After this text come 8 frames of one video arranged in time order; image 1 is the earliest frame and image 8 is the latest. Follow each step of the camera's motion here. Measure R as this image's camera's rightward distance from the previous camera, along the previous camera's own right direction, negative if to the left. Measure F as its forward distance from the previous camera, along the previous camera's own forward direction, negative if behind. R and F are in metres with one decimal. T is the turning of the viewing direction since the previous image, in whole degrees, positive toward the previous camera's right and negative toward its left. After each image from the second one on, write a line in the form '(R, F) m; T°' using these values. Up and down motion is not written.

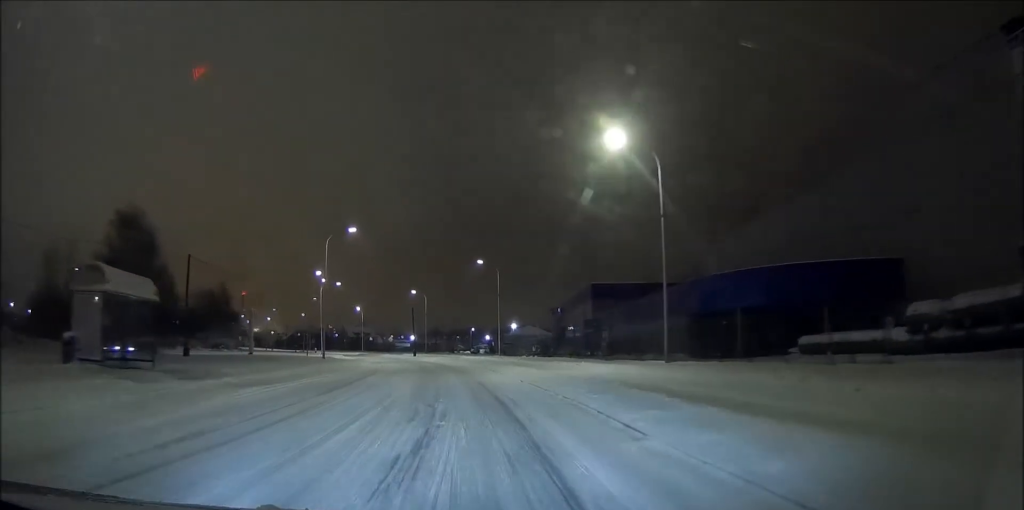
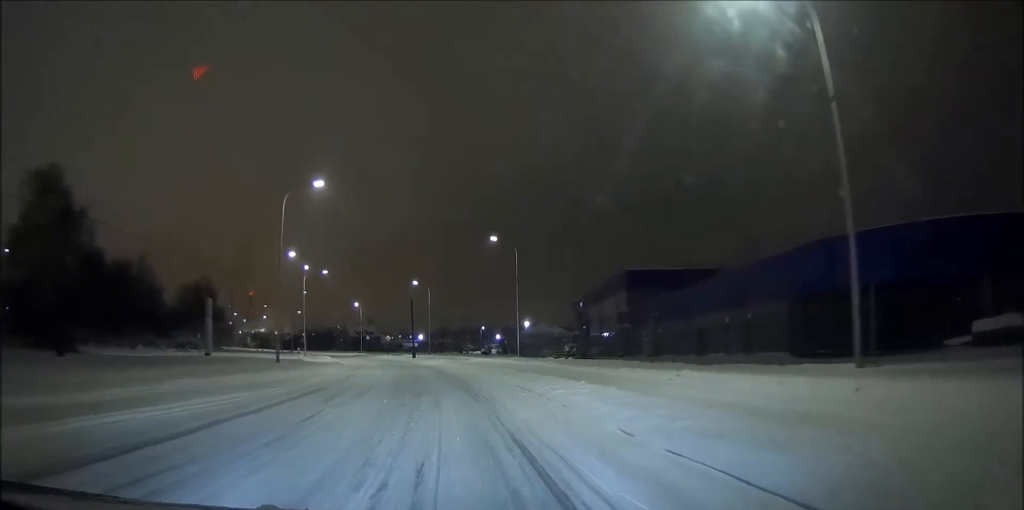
(-0.2, +14.8) m; -2°
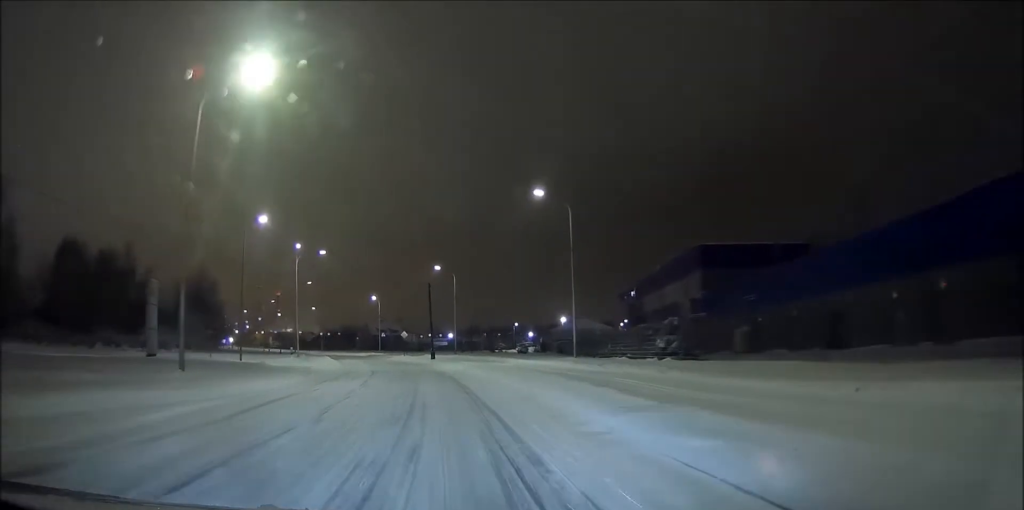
(-0.3, +16.0) m; -2°
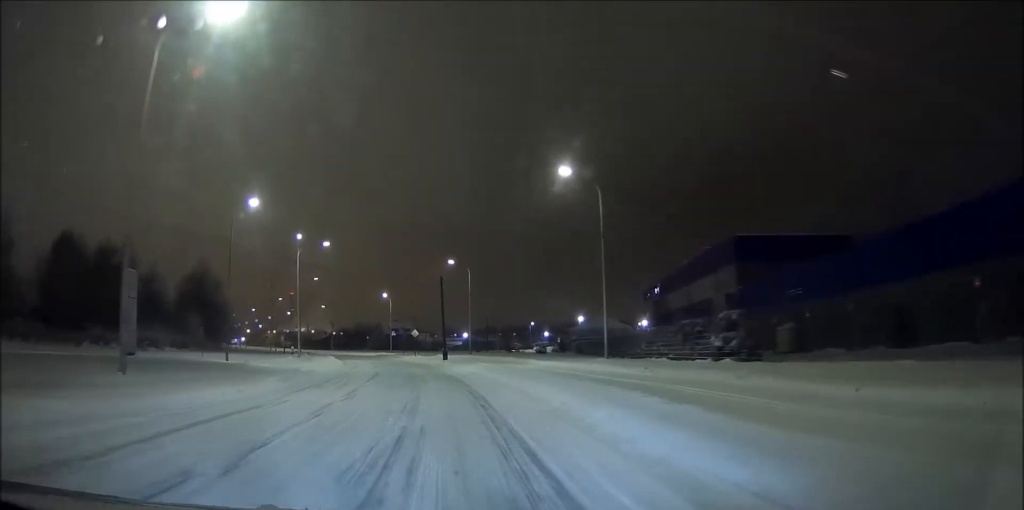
(+0.1, +4.9) m; -1°
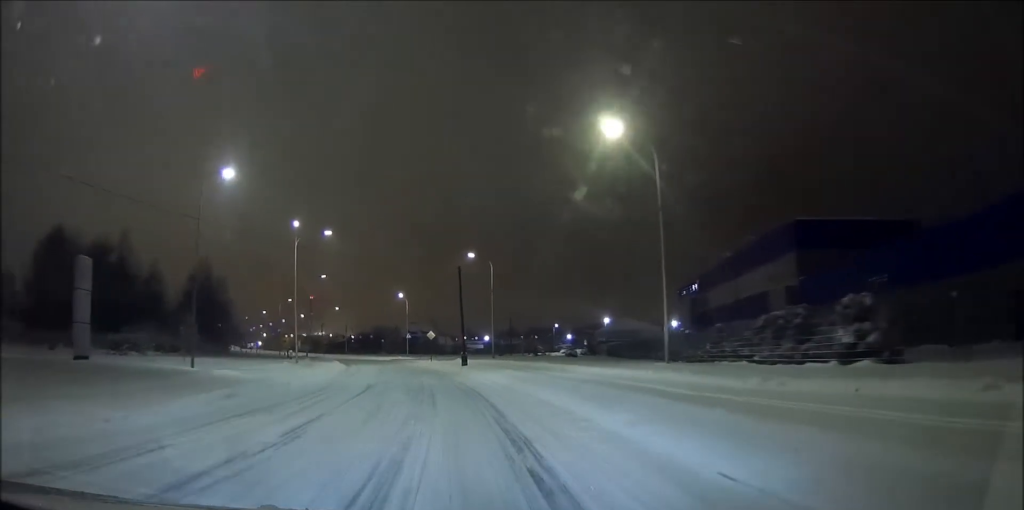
(-0.3, +7.6) m; -2°
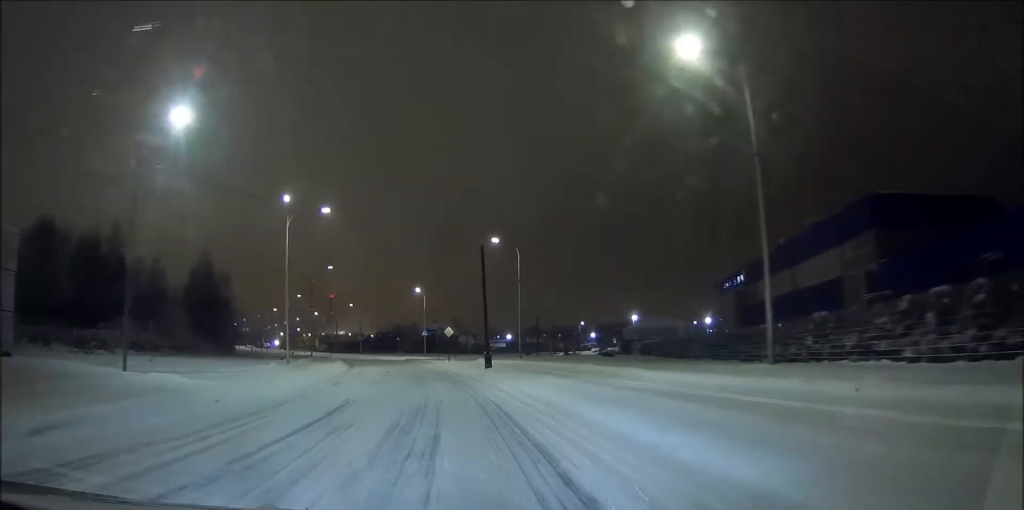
(-0.1, +8.3) m; -1°
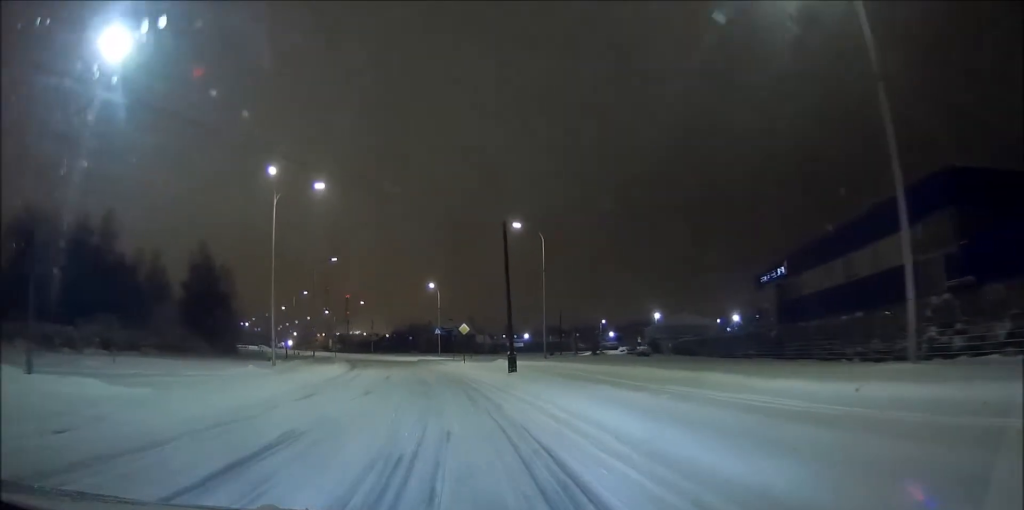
(0.0, +6.7) m; 0°
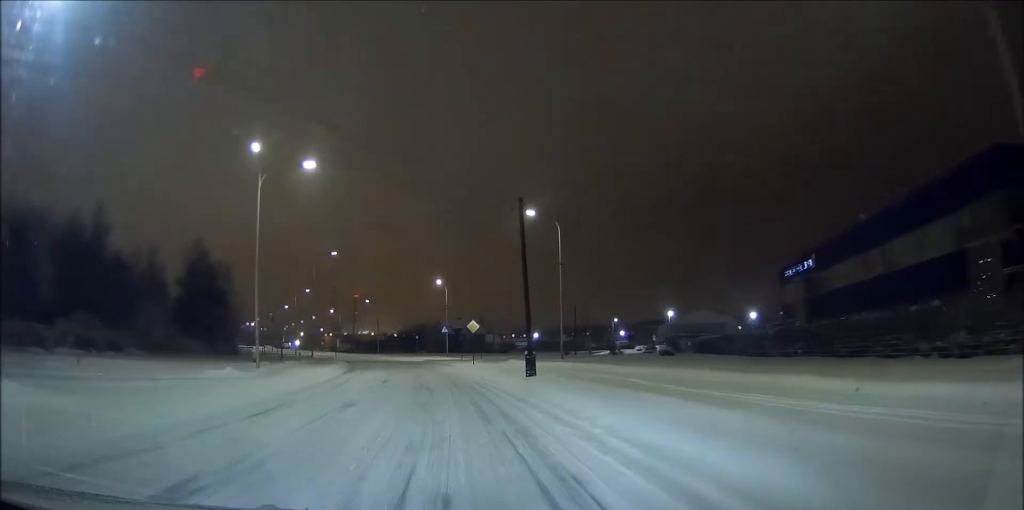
(0.0, +4.4) m; -1°
